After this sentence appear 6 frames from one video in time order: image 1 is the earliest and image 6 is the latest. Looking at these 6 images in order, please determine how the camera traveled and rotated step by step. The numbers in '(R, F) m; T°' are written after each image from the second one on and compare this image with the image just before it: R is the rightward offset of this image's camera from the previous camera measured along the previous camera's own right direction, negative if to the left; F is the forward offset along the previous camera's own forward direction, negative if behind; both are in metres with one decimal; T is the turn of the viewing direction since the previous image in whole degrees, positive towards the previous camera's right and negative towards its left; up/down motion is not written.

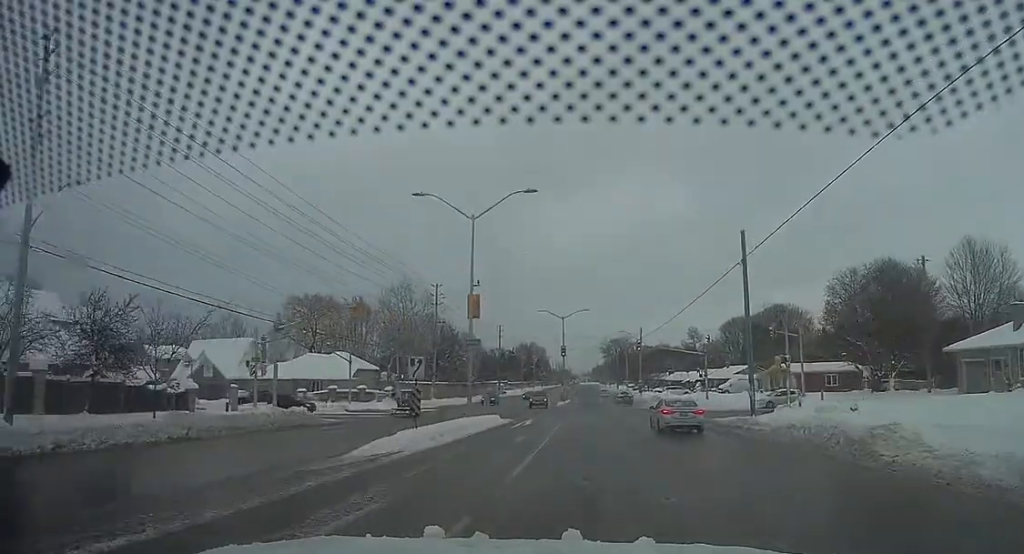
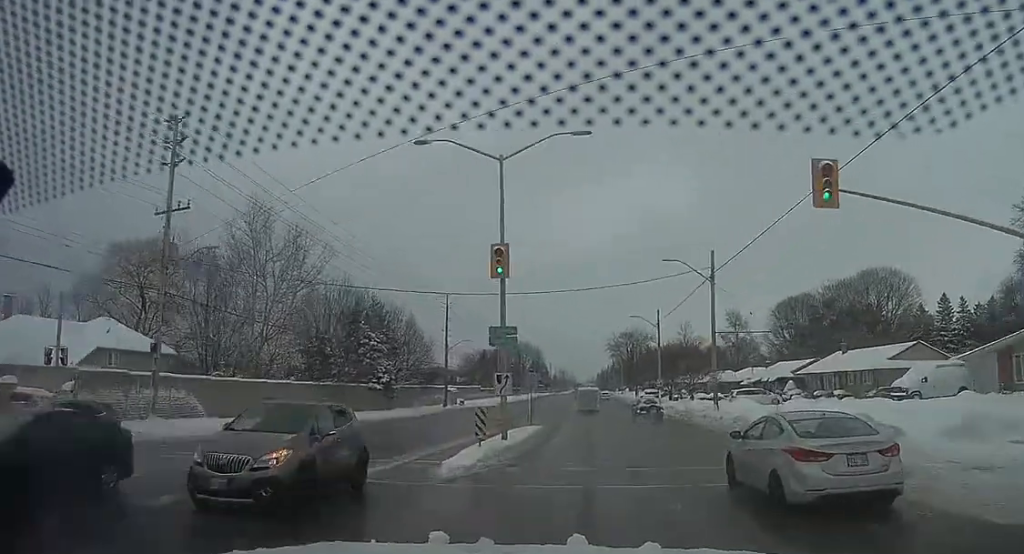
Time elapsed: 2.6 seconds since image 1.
(-0.8, +48.2) m; -5°
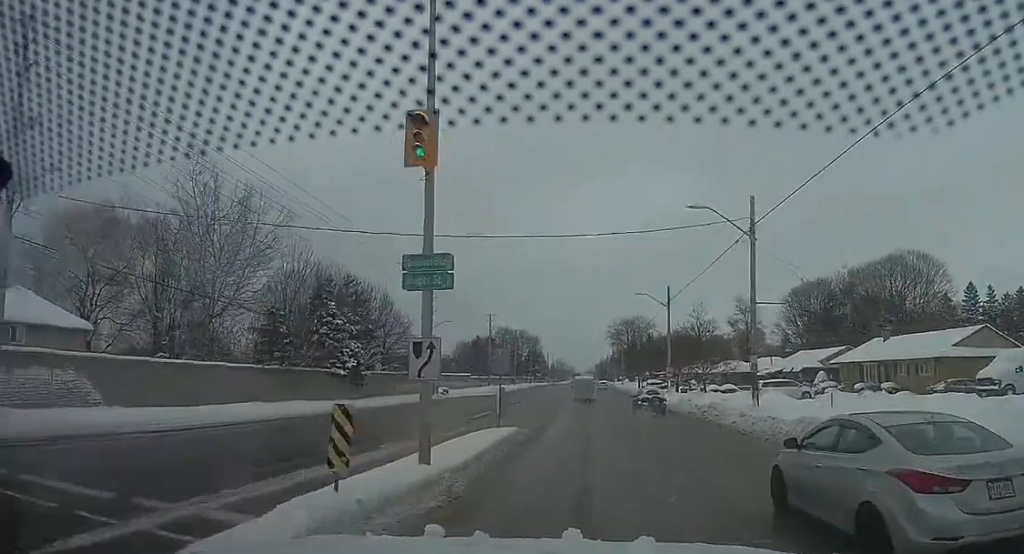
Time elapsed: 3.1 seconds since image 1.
(-0.4, +9.1) m; 0°
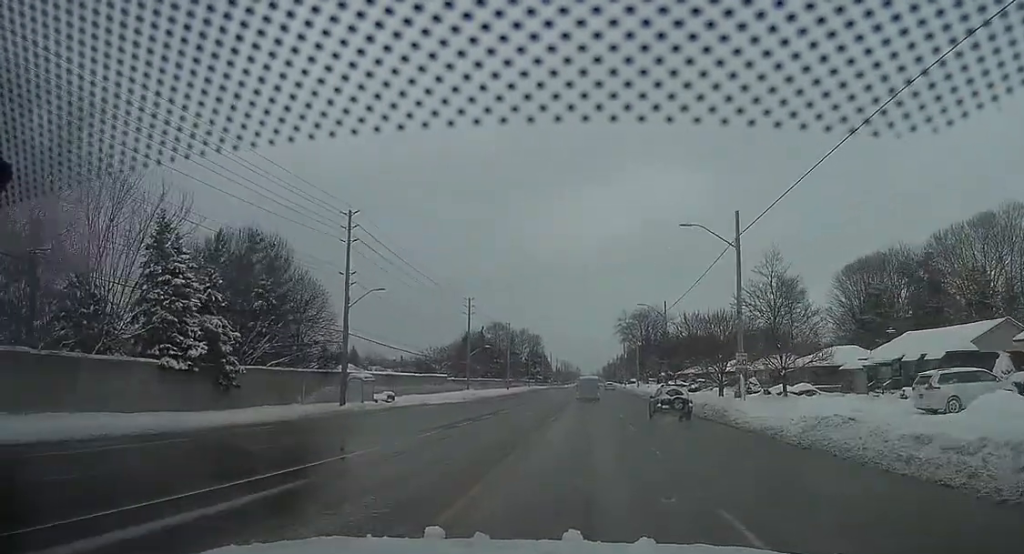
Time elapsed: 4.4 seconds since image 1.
(+0.2, +24.5) m; +2°
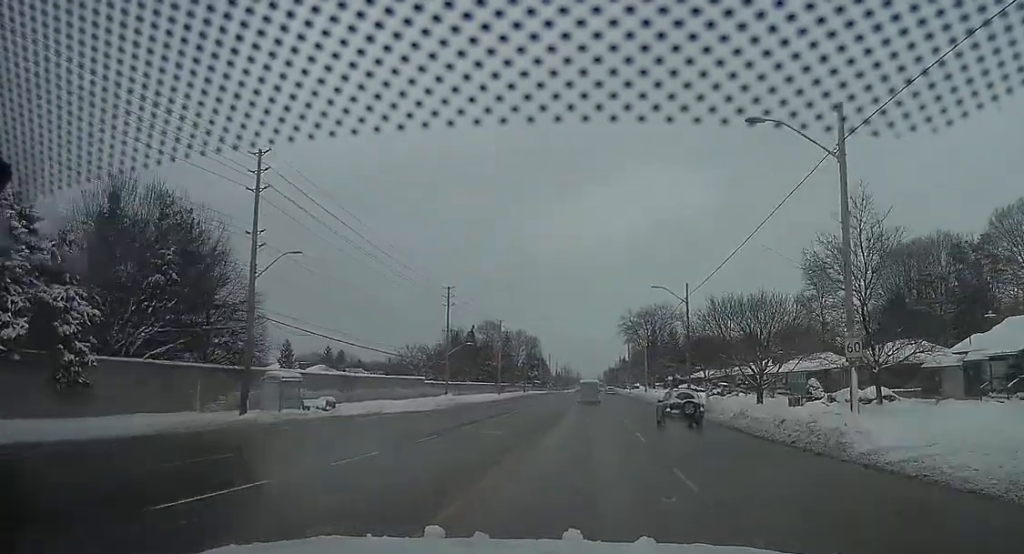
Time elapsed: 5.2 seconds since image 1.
(+0.1, +13.4) m; +1°
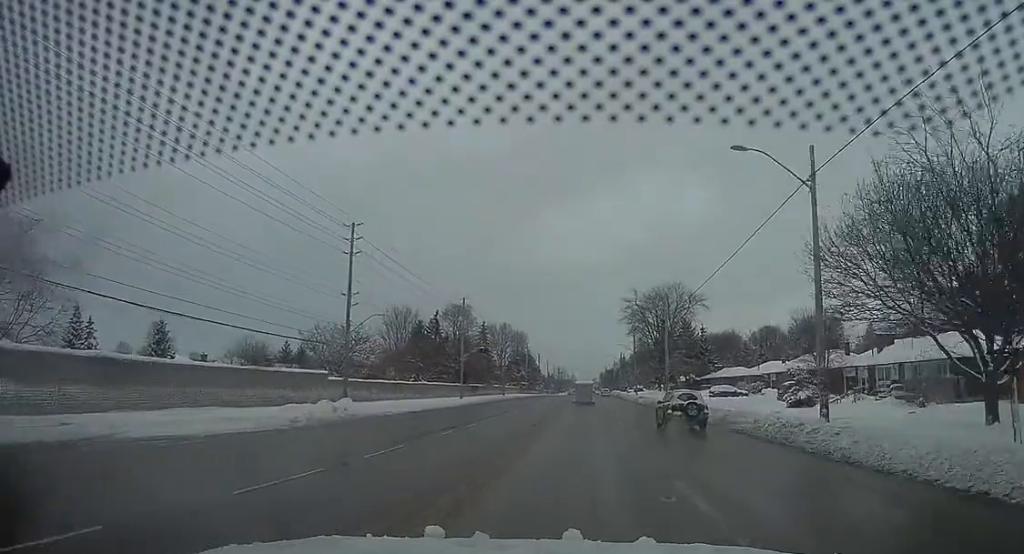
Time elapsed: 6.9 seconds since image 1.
(0.0, +28.7) m; 0°
